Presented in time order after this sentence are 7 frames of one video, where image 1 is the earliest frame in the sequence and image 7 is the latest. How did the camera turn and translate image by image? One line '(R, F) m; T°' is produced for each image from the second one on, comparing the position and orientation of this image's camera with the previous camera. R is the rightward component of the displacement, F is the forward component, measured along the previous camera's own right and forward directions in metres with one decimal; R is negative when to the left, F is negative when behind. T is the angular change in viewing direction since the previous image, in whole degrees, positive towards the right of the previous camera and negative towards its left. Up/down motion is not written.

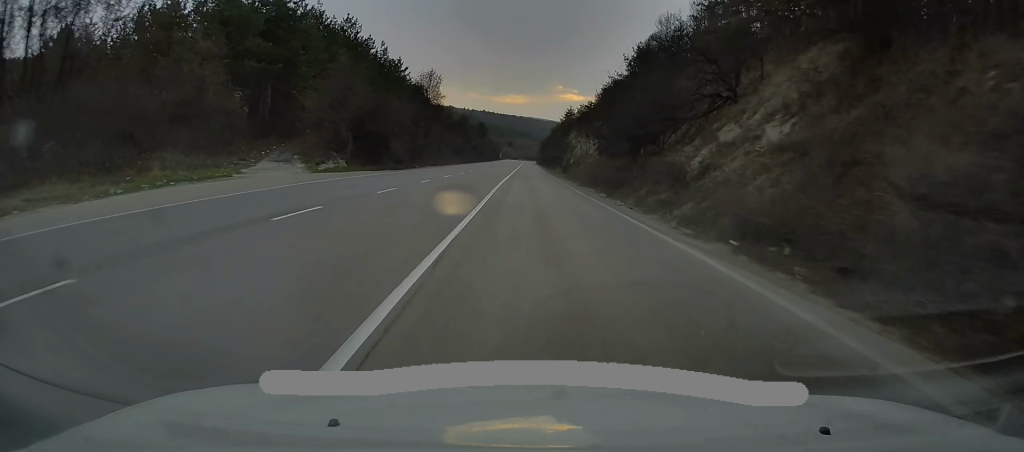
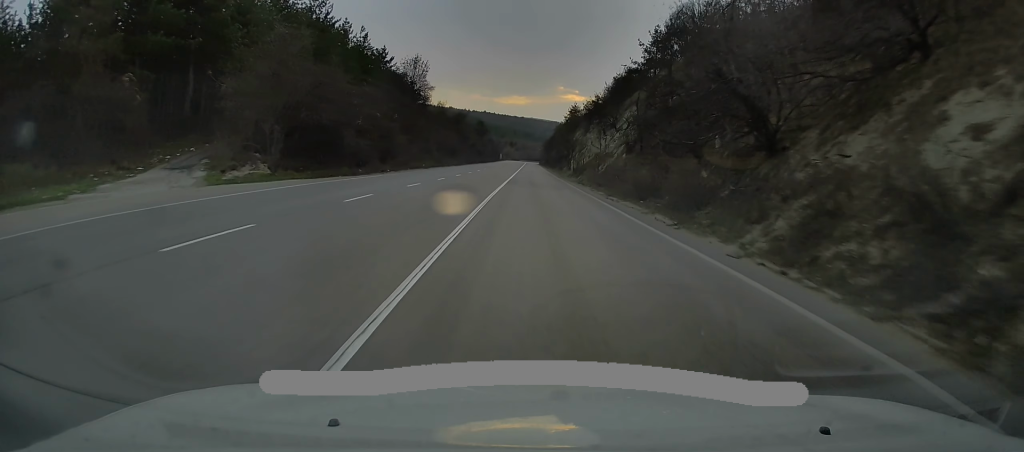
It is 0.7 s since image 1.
(-0.2, +13.1) m; -2°
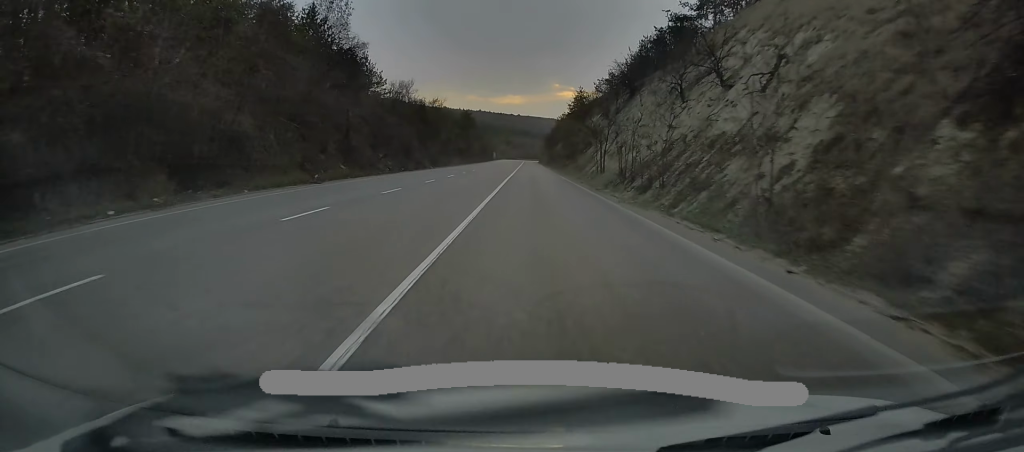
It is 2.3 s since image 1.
(-0.3, +31.5) m; 0°
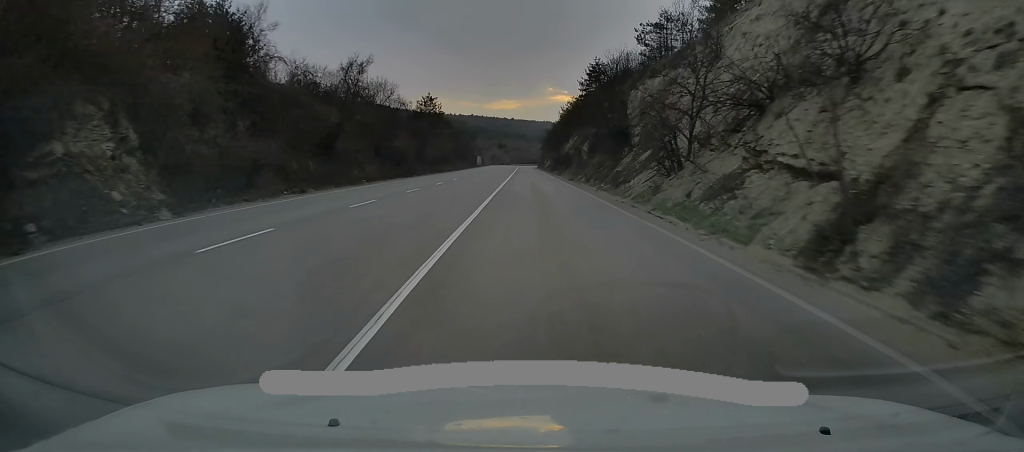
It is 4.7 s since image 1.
(+0.1, +48.7) m; +1°
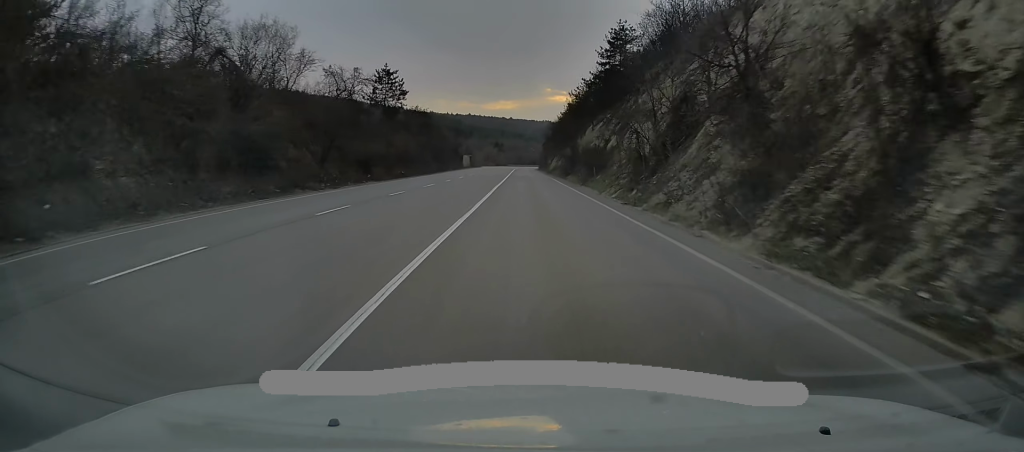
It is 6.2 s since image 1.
(-0.3, +29.5) m; -1°
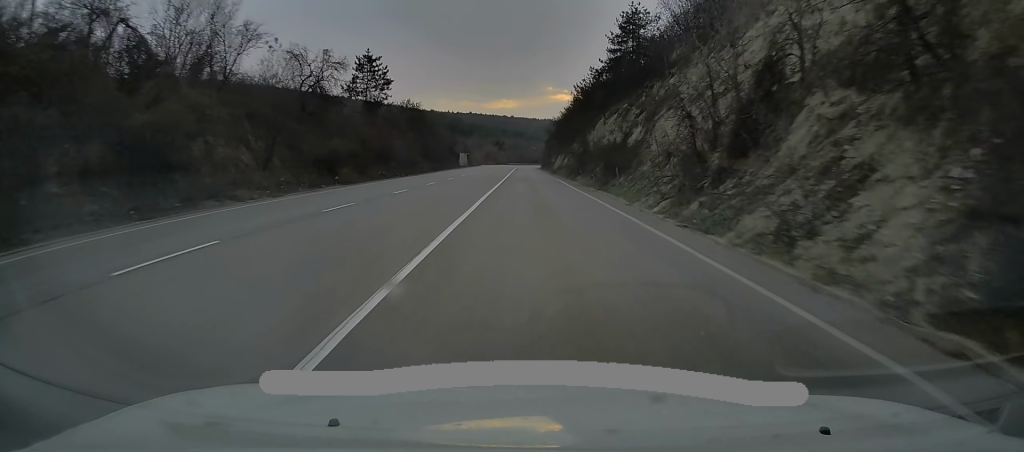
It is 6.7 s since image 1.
(-0.1, +8.5) m; 0°
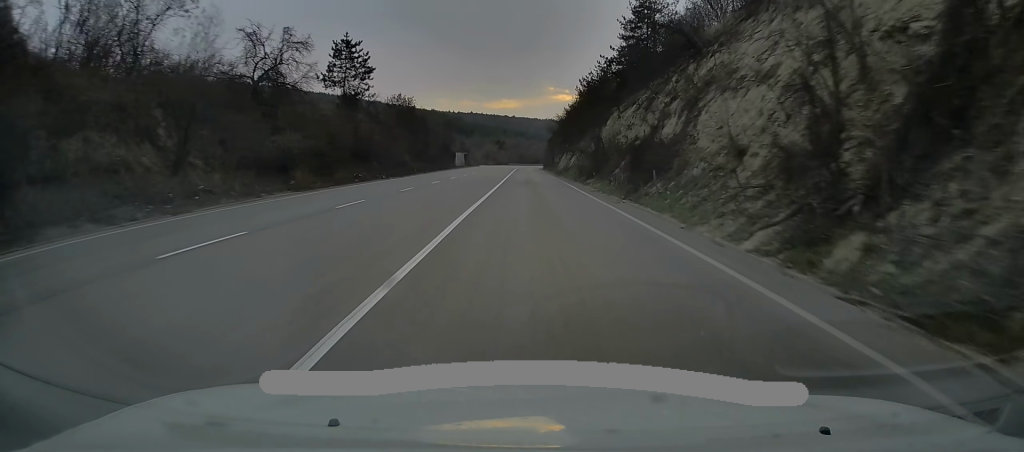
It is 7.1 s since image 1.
(+0.2, +7.9) m; 0°
